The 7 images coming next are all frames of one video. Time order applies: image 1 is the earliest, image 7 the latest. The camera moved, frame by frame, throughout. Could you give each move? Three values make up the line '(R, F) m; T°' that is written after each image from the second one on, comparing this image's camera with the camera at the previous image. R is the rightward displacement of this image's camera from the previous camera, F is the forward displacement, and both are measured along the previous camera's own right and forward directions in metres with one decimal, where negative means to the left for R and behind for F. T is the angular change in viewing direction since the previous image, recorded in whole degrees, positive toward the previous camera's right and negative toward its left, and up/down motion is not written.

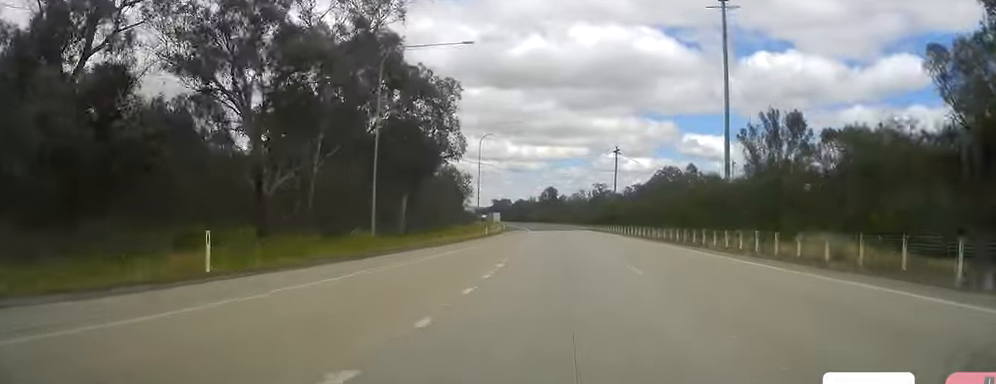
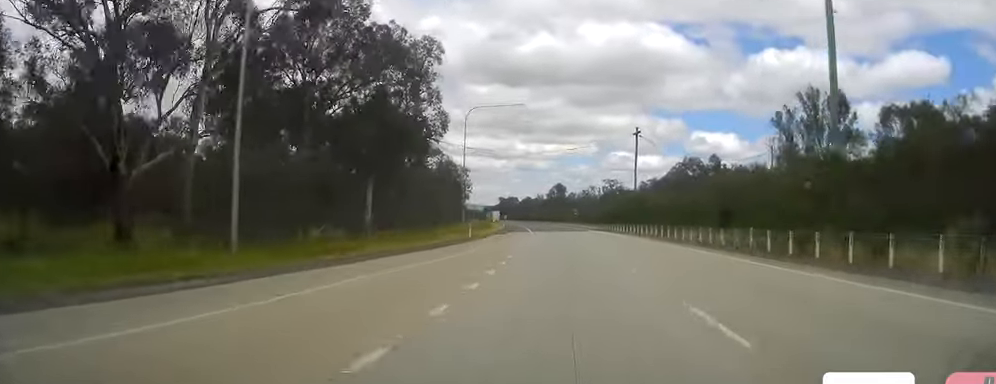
(+0.1, +19.2) m; -1°
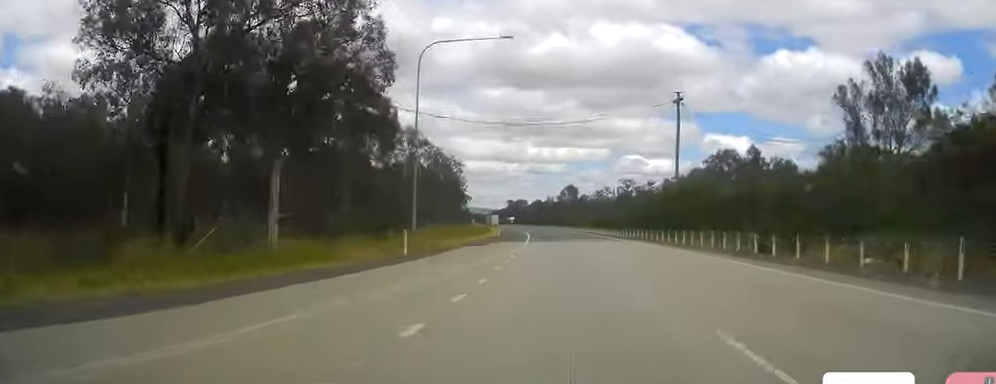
(-0.8, +26.1) m; -1°
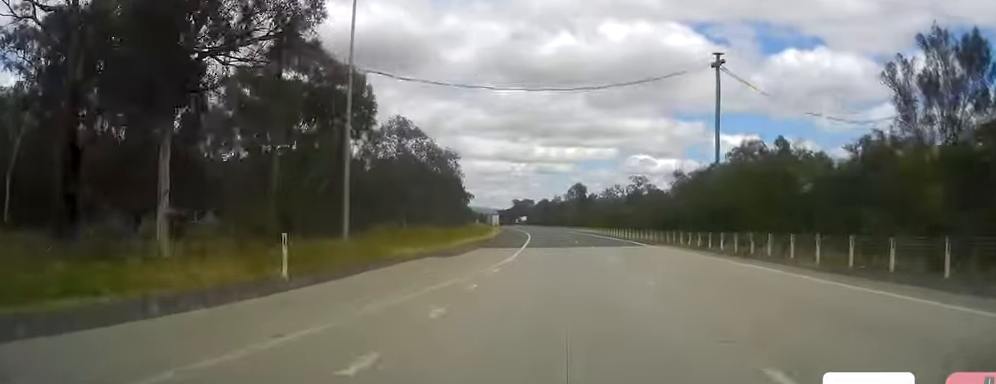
(+0.1, +14.5) m; 0°
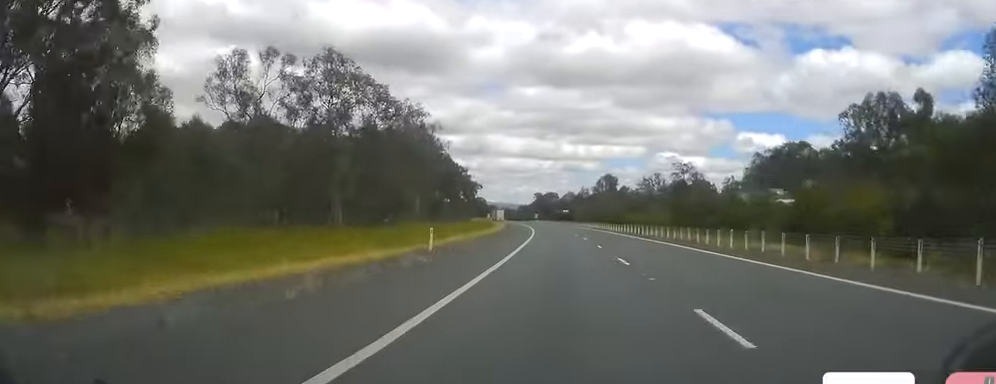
(-0.2, +46.5) m; -1°
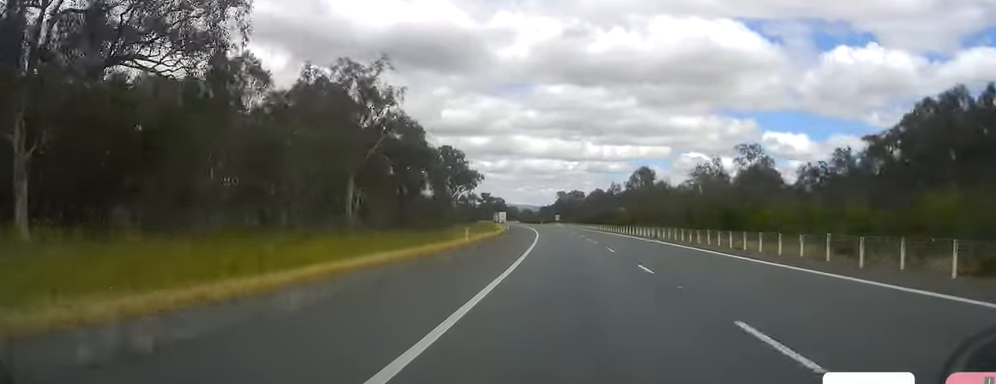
(-1.2, +50.9) m; -2°
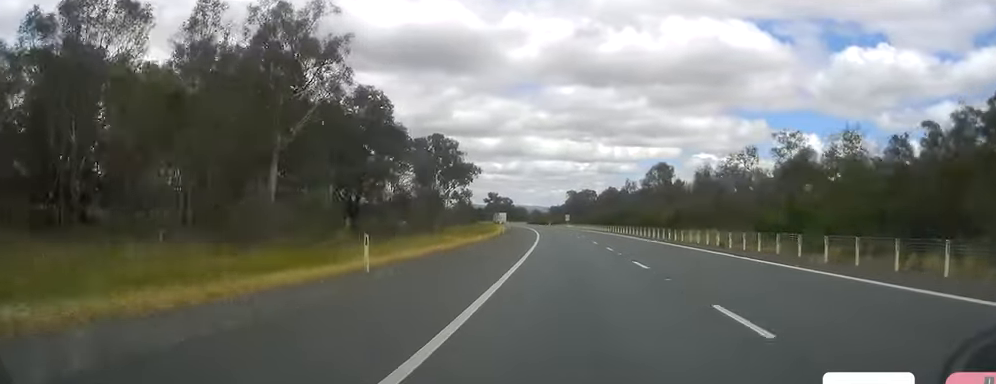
(-0.1, +22.1) m; -1°
